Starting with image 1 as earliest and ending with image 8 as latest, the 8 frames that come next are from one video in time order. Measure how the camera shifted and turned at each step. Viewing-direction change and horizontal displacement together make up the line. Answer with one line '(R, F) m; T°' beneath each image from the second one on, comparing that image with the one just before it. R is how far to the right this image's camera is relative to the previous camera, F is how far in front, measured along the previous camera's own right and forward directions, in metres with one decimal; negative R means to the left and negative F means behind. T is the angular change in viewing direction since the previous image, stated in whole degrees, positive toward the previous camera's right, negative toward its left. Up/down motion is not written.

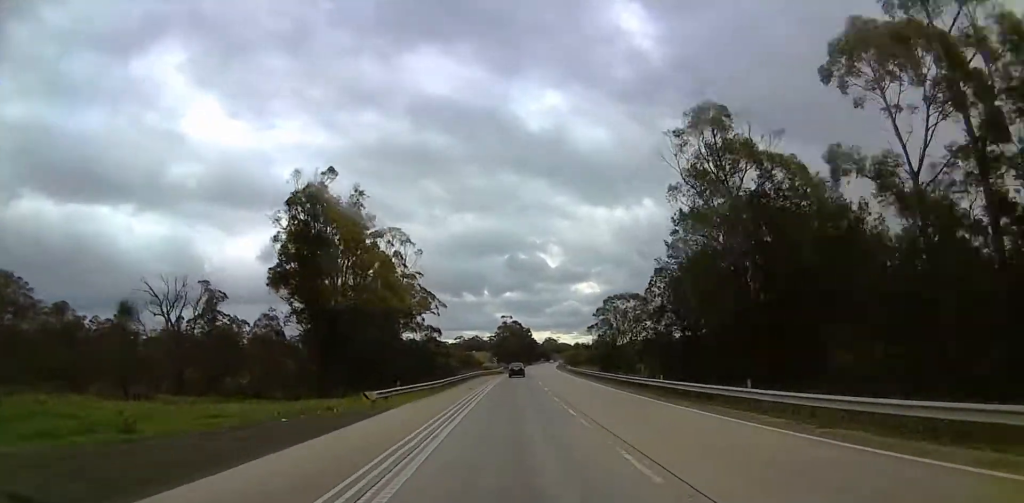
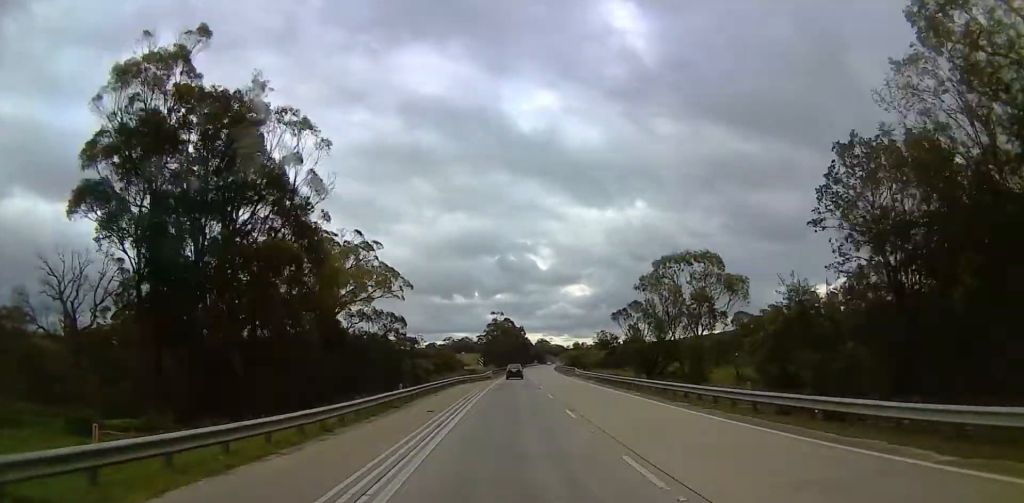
(0.0, +21.7) m; 0°
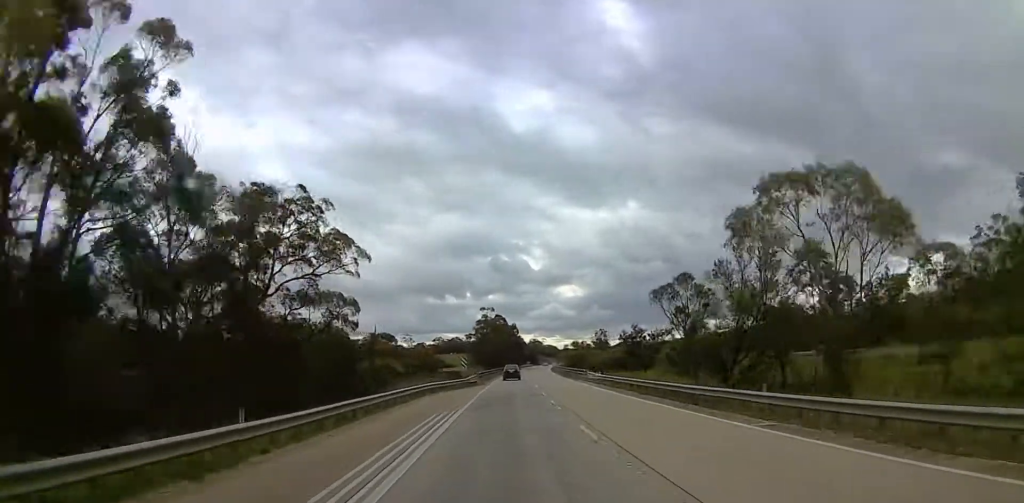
(0.0, +16.0) m; 0°
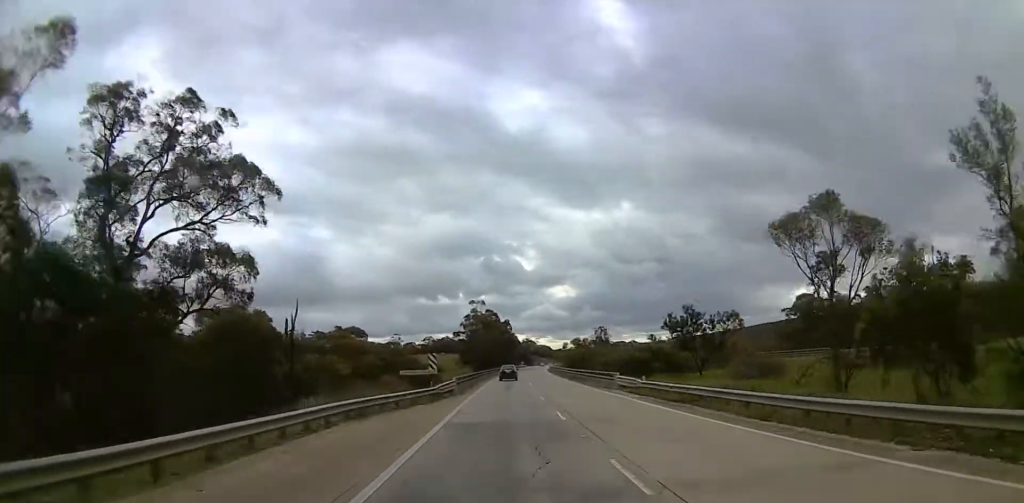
(0.0, +17.5) m; 0°
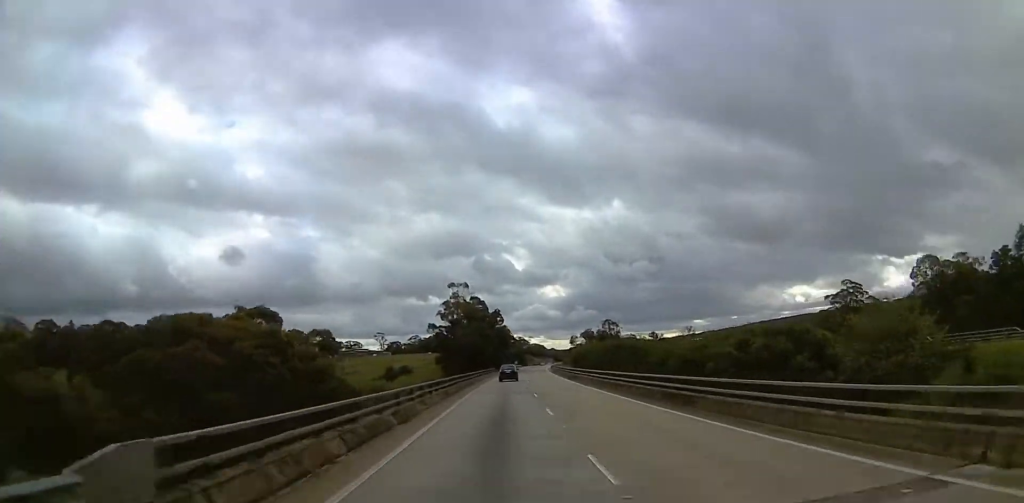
(0.0, +32.8) m; 0°
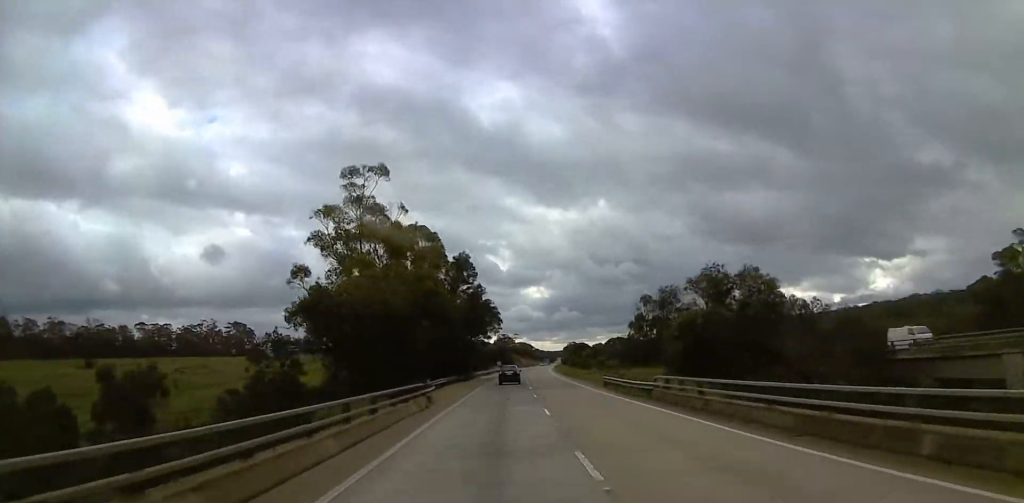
(+3.4, +74.2) m; +6°
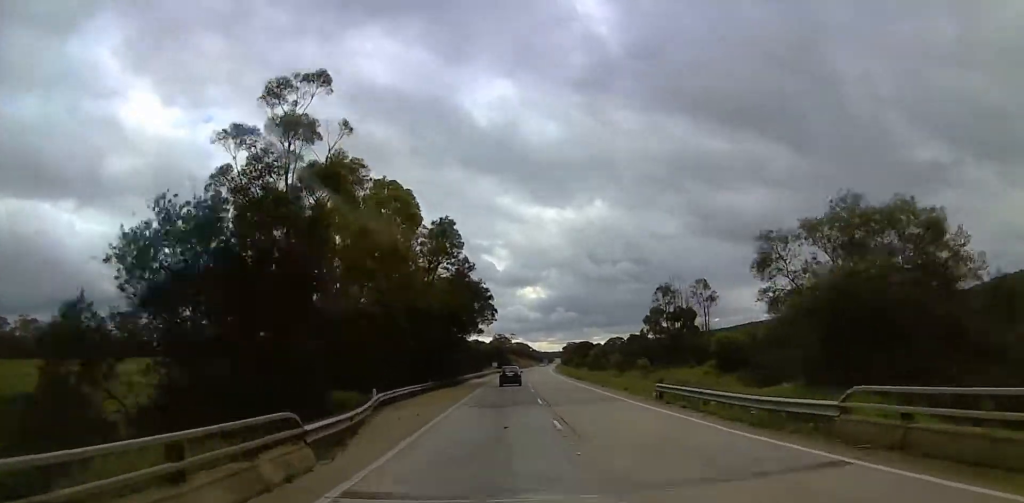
(+0.3, +18.4) m; +1°
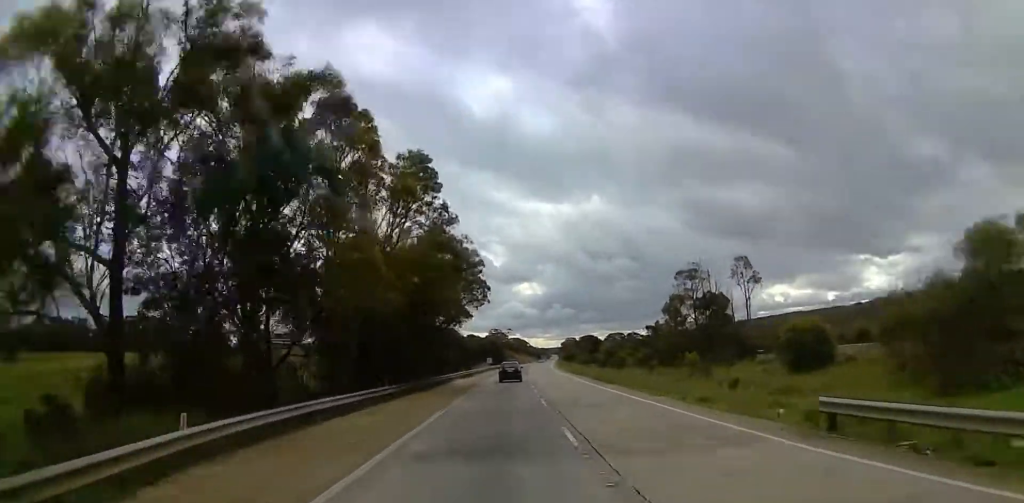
(0.0, +17.6) m; 0°
